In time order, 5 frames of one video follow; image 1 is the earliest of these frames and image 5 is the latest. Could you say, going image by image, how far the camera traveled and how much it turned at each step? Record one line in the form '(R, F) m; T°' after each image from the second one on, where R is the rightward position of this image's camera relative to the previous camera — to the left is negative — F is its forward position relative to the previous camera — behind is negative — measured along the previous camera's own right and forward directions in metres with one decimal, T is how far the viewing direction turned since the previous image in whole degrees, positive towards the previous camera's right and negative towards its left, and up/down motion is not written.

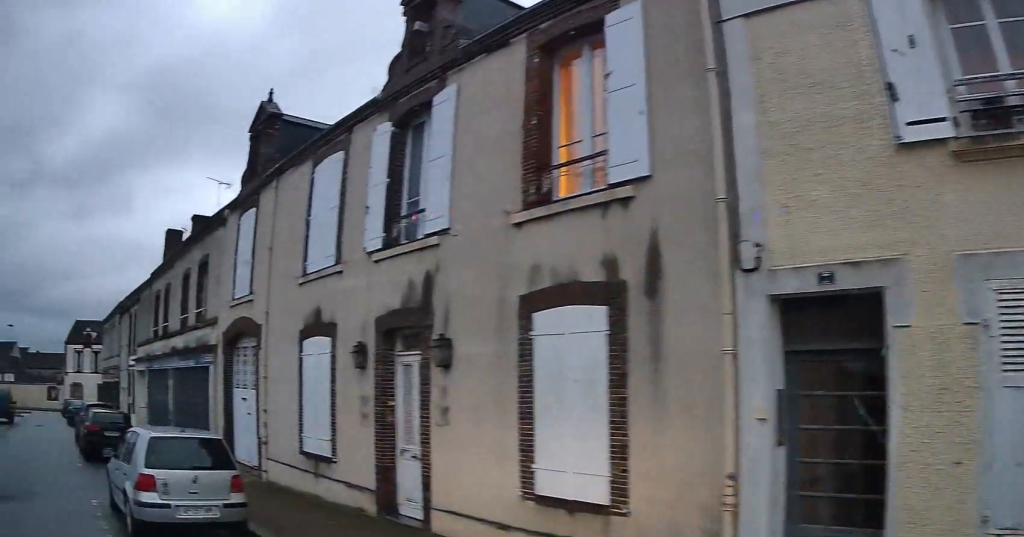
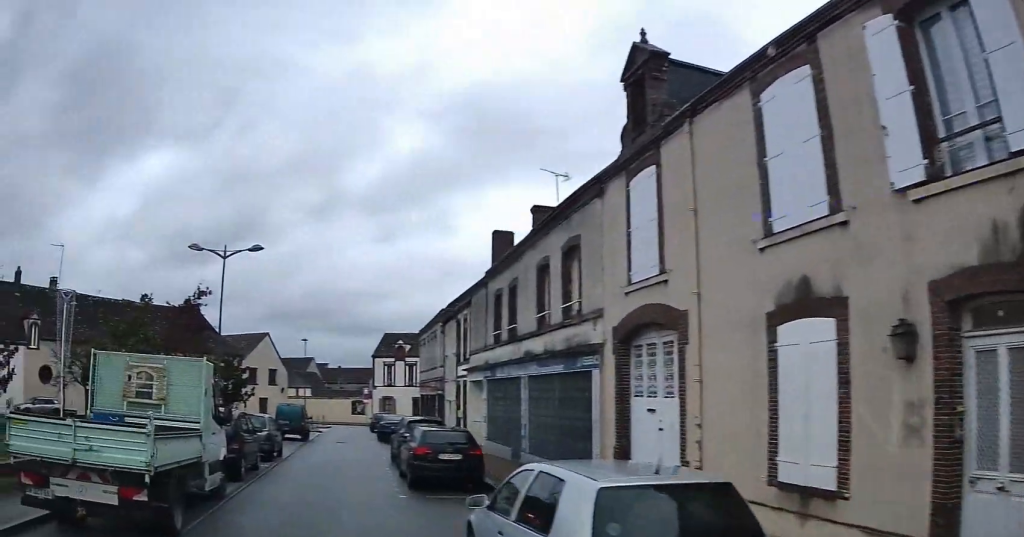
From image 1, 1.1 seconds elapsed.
(-0.6, +5.4) m; -7°
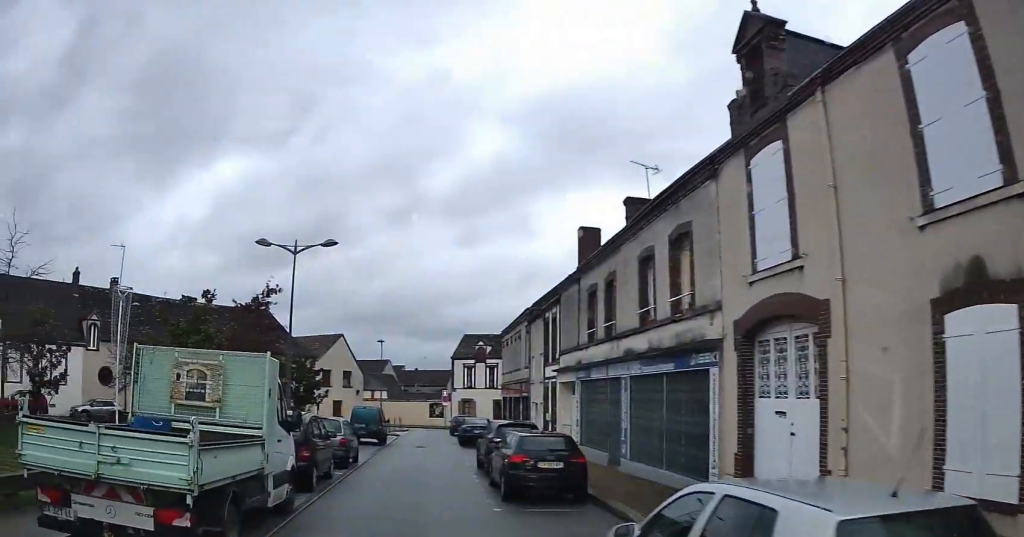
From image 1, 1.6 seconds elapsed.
(0.0, +2.4) m; 0°
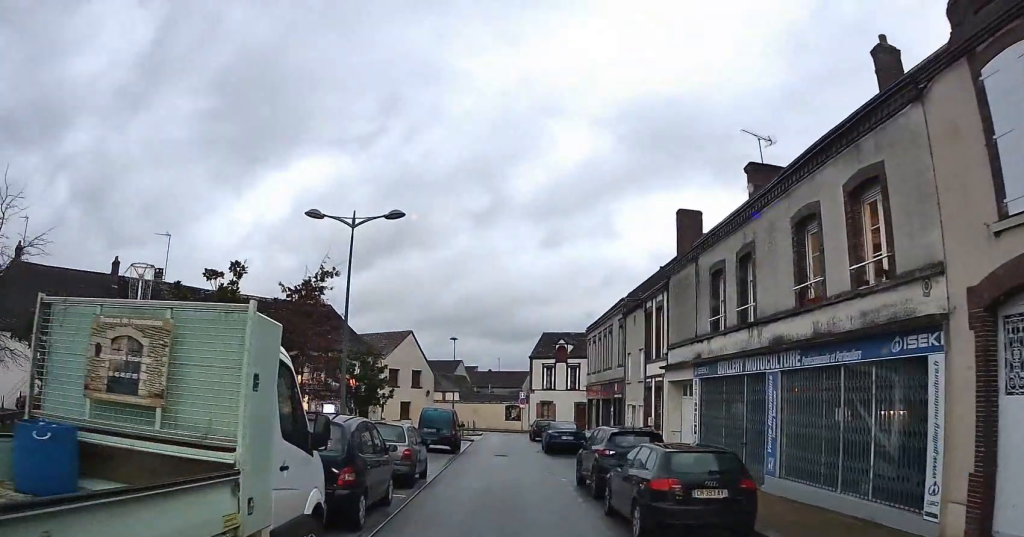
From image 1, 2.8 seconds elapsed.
(0.0, +6.5) m; 0°
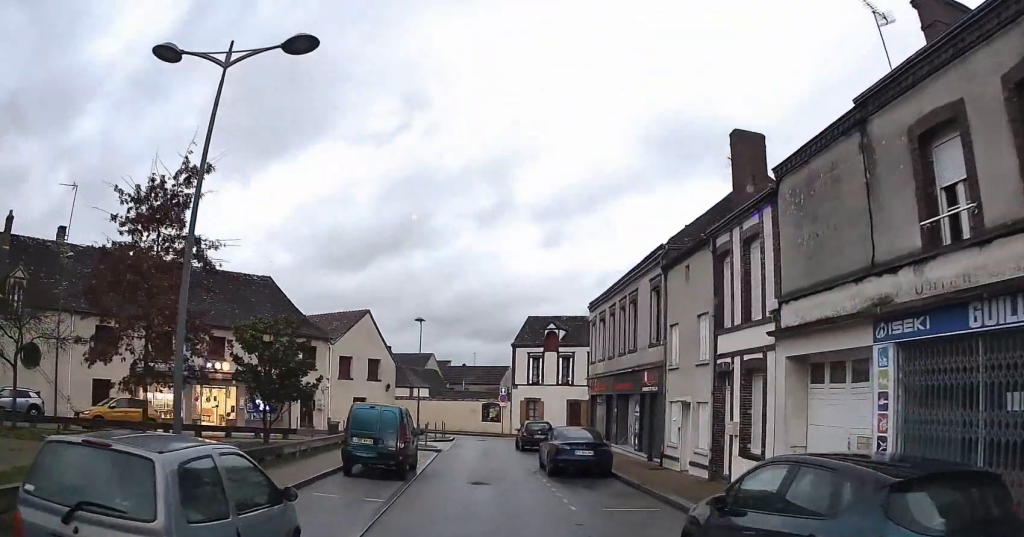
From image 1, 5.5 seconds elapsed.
(0.0, +15.2) m; 0°
